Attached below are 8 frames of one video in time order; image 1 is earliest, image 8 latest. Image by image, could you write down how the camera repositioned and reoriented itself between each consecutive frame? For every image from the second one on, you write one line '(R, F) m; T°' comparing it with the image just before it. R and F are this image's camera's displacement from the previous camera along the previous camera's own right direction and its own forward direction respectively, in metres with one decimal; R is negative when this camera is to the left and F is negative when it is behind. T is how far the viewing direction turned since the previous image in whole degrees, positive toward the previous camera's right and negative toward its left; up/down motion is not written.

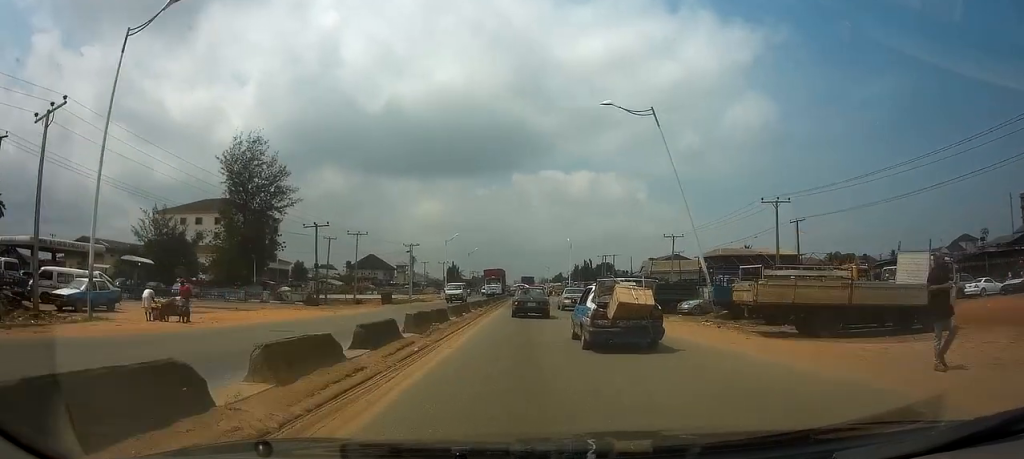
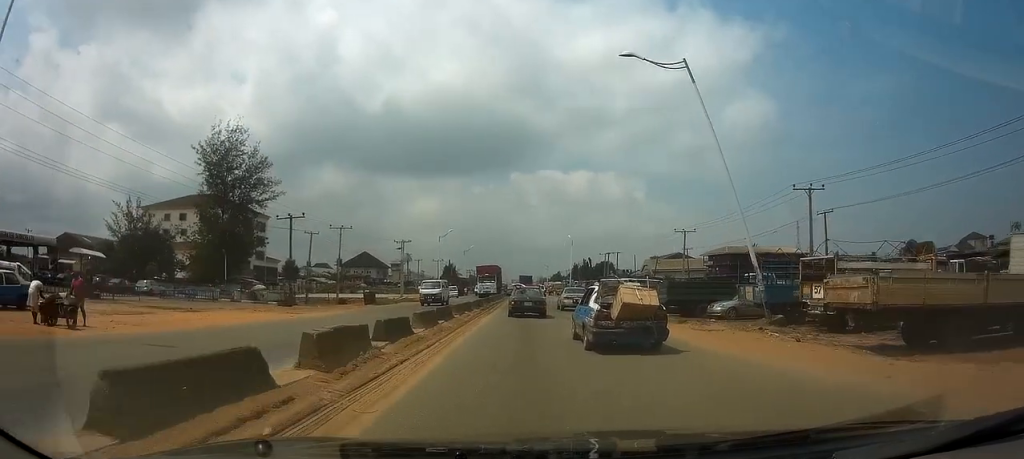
(0.0, +6.3) m; 0°
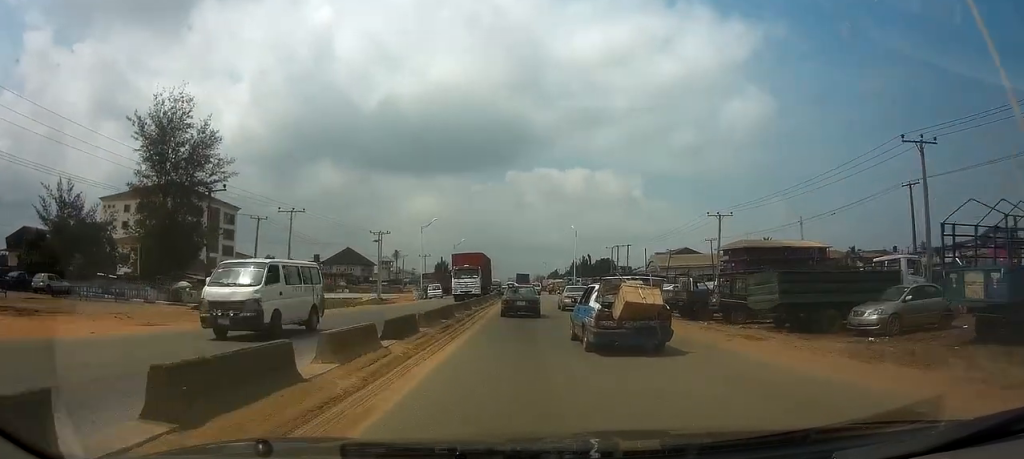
(+0.1, +14.1) m; +1°
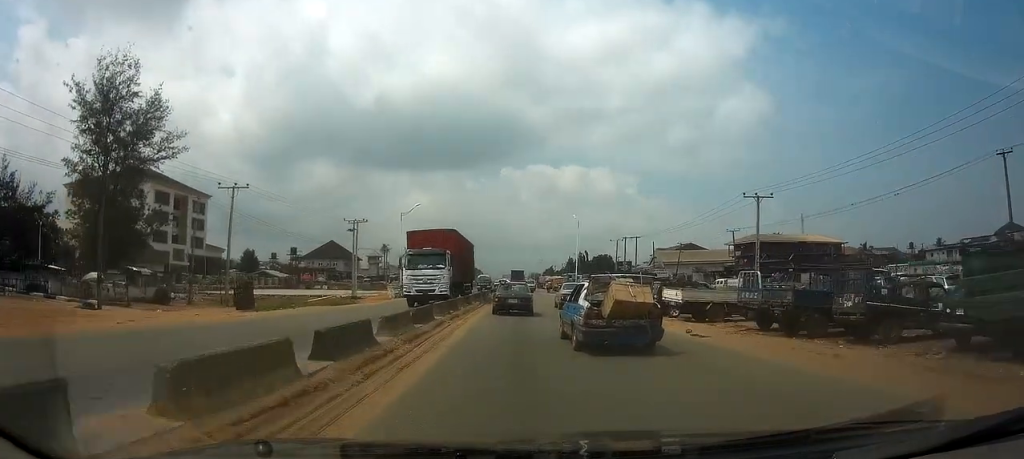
(+0.1, +10.9) m; 0°
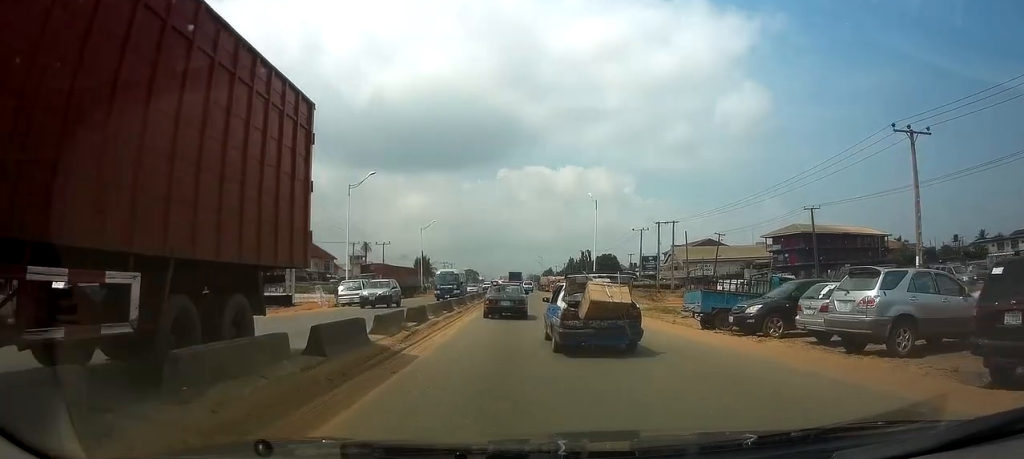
(-0.1, +21.3) m; -1°
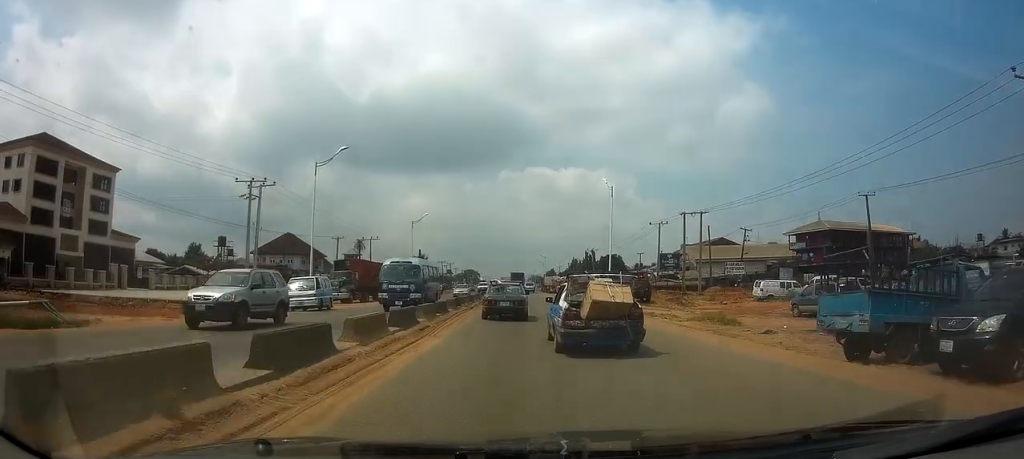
(-0.1, +8.8) m; 0°
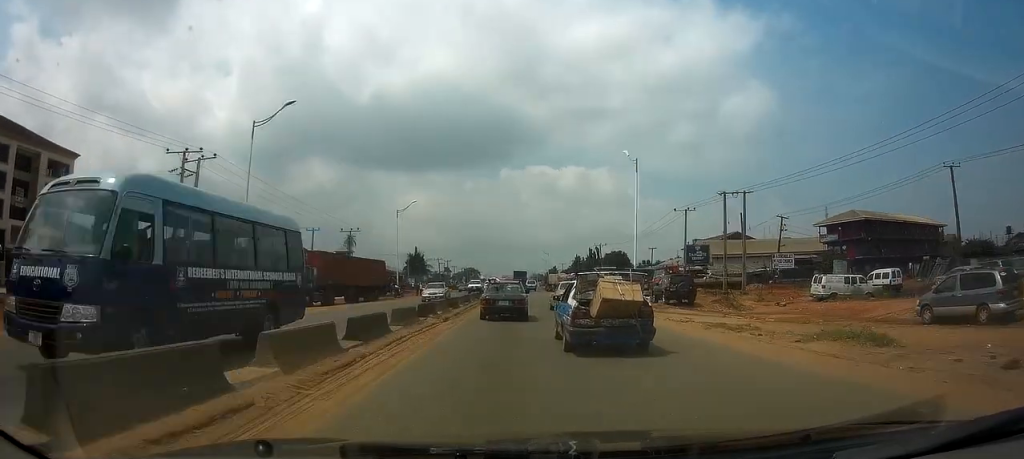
(0.0, +10.7) m; +1°
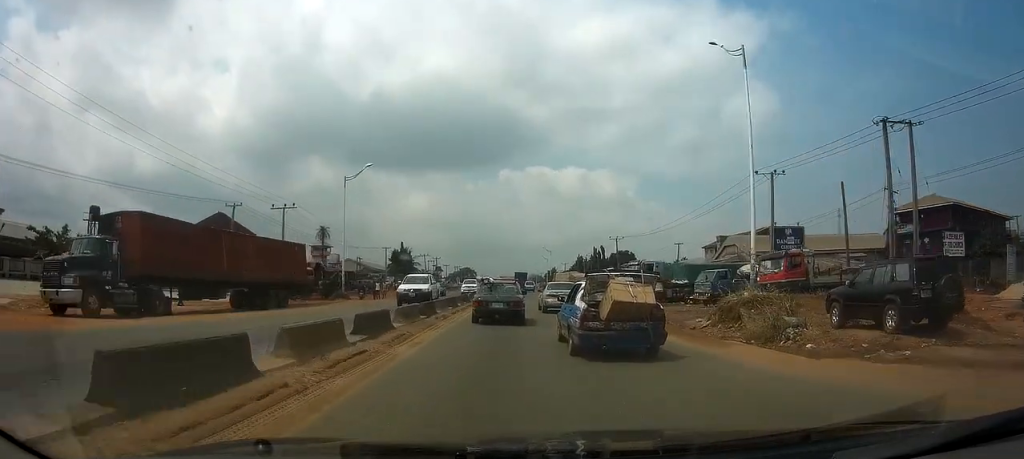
(+0.1, +21.4) m; 0°
